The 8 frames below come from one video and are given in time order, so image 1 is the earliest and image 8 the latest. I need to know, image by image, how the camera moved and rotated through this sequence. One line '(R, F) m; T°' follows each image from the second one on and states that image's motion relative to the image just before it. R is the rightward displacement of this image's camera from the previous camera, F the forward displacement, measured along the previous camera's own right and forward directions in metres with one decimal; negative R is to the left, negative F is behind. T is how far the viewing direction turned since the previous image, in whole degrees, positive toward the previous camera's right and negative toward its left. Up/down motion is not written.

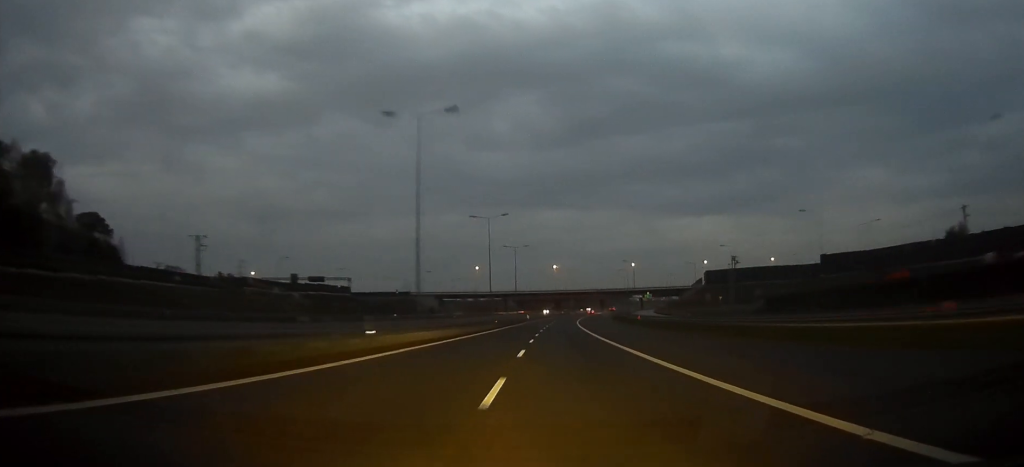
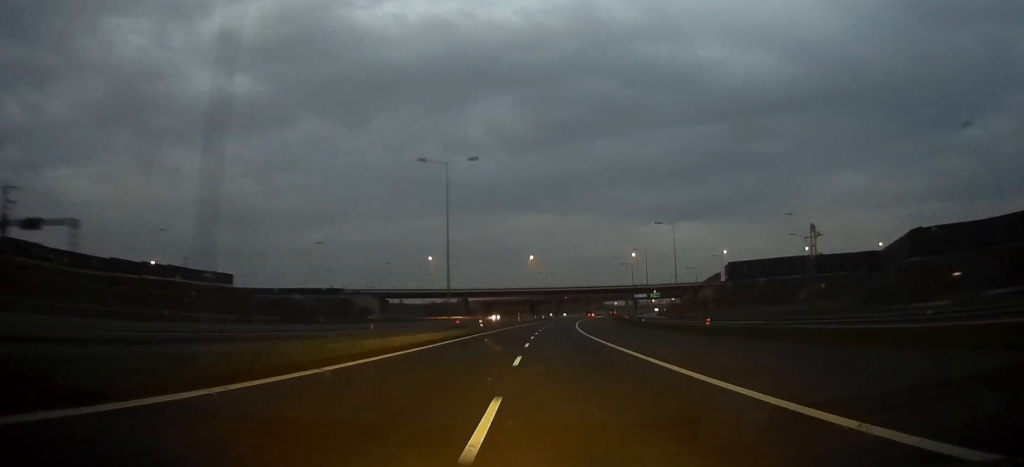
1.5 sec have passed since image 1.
(+1.0, +63.2) m; +2°
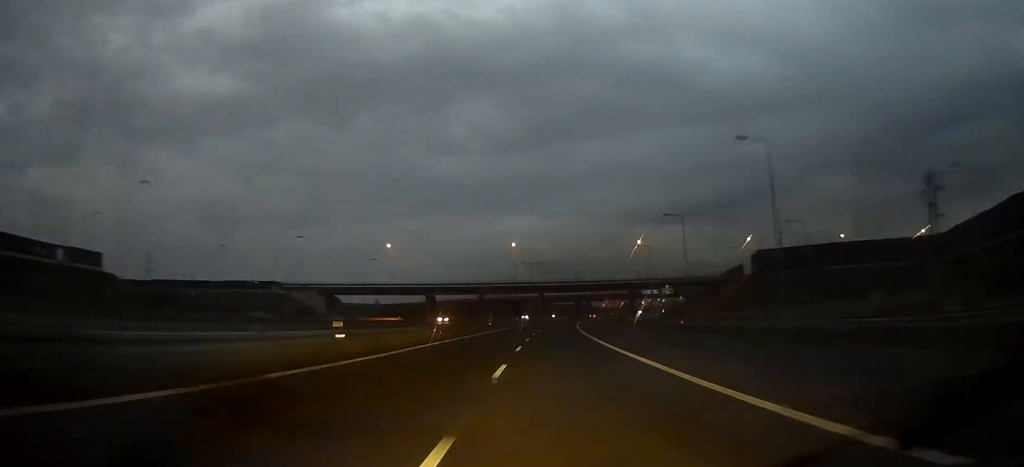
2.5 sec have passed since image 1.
(+0.4, +39.8) m; +1°
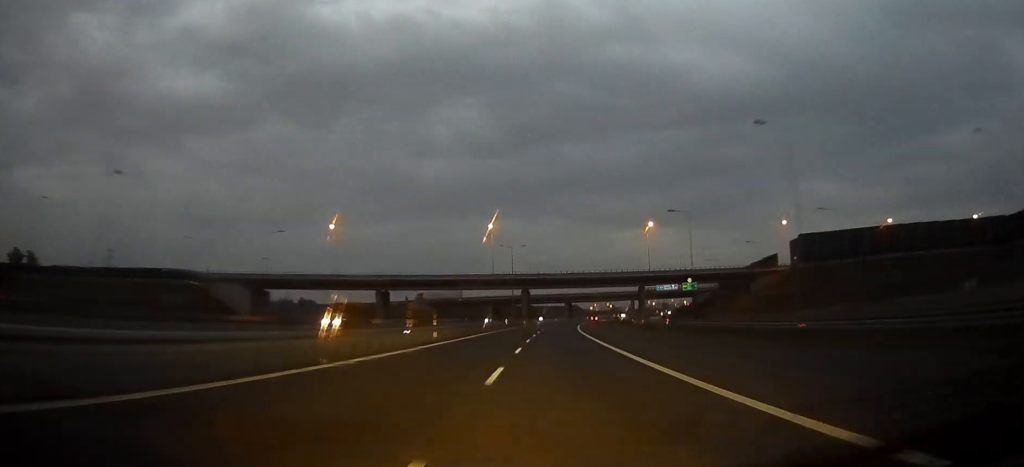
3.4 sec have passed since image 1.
(+0.3, +37.1) m; +1°
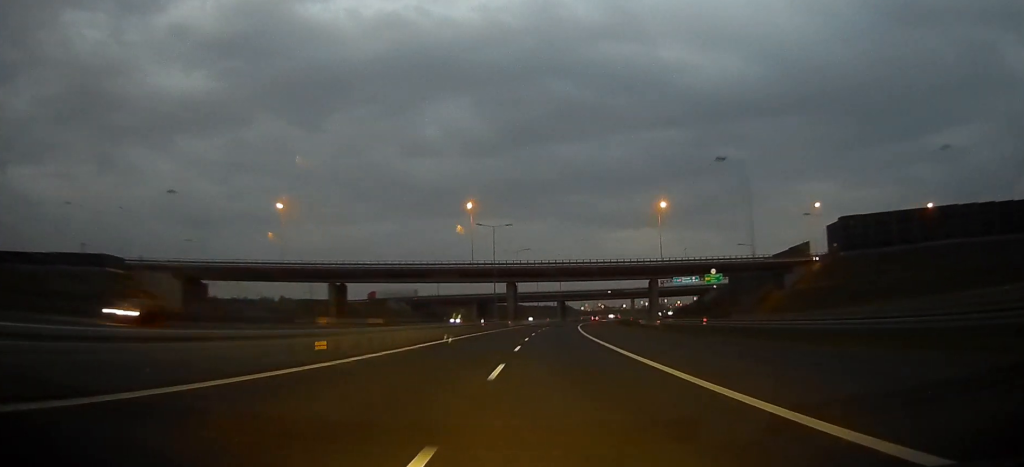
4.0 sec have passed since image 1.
(+0.3, +23.4) m; +1°
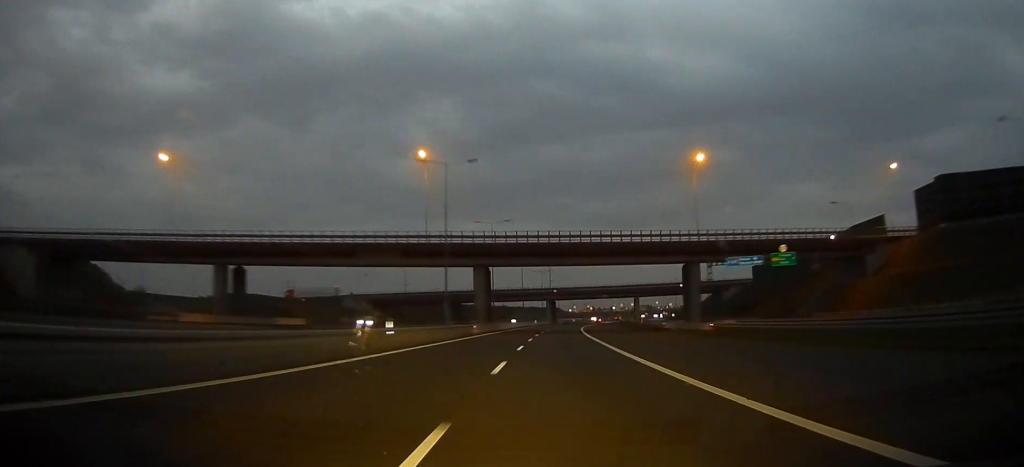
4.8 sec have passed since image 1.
(+0.3, +34.4) m; +1°
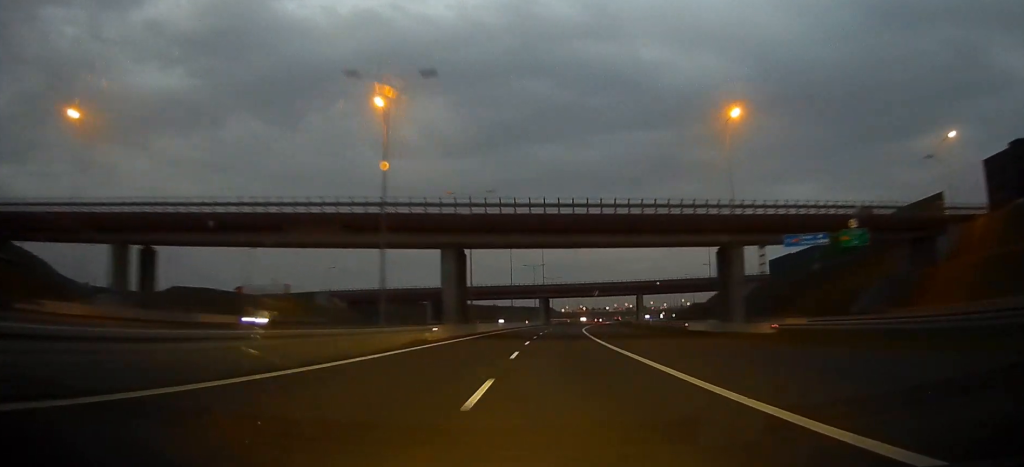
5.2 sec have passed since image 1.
(-0.1, +17.9) m; +1°
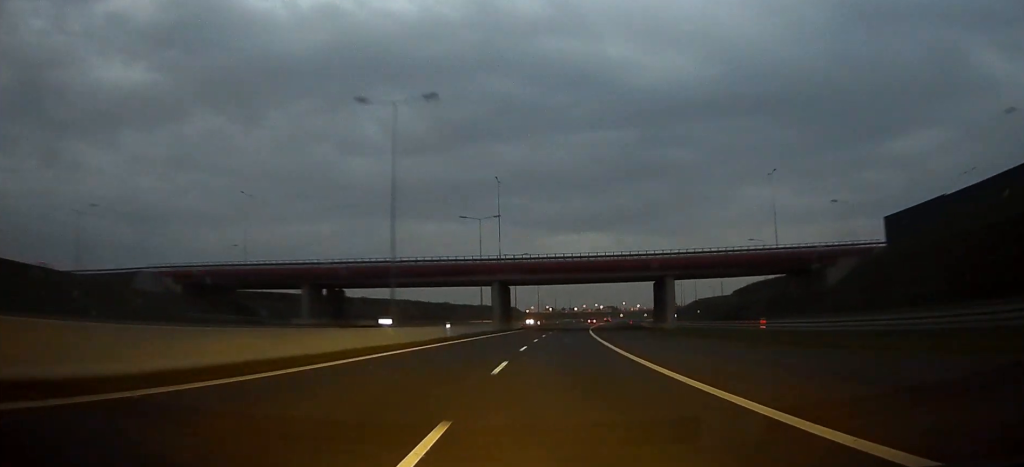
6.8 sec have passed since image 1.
(+1.6, +66.1) m; +2°
